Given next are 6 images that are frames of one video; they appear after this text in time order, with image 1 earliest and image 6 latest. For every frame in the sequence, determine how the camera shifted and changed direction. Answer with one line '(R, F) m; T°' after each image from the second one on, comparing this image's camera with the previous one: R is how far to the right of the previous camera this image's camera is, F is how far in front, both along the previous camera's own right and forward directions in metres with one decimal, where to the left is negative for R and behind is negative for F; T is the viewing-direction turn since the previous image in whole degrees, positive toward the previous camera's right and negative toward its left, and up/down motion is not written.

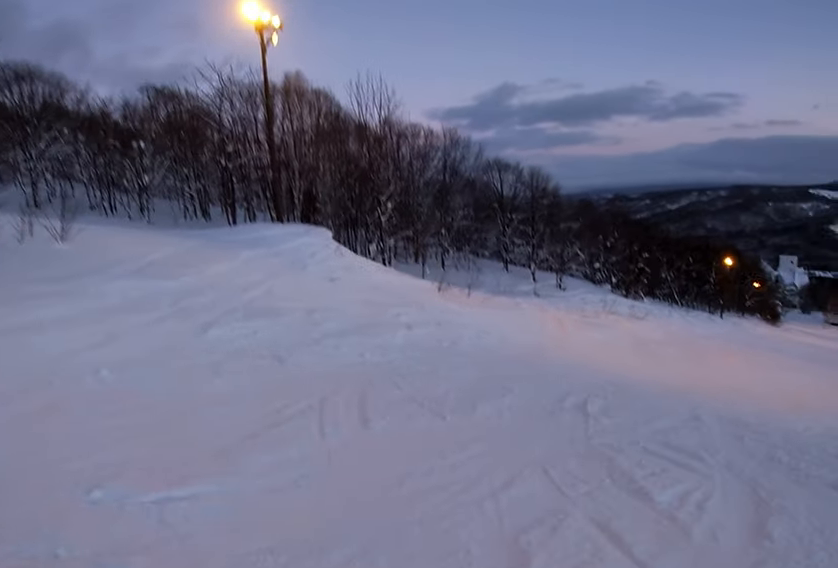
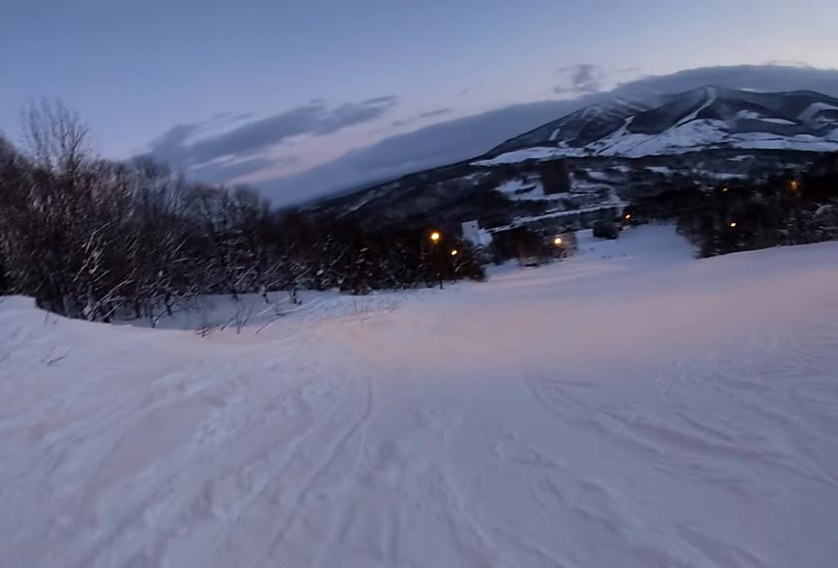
(+2.4, +5.6) m; +42°
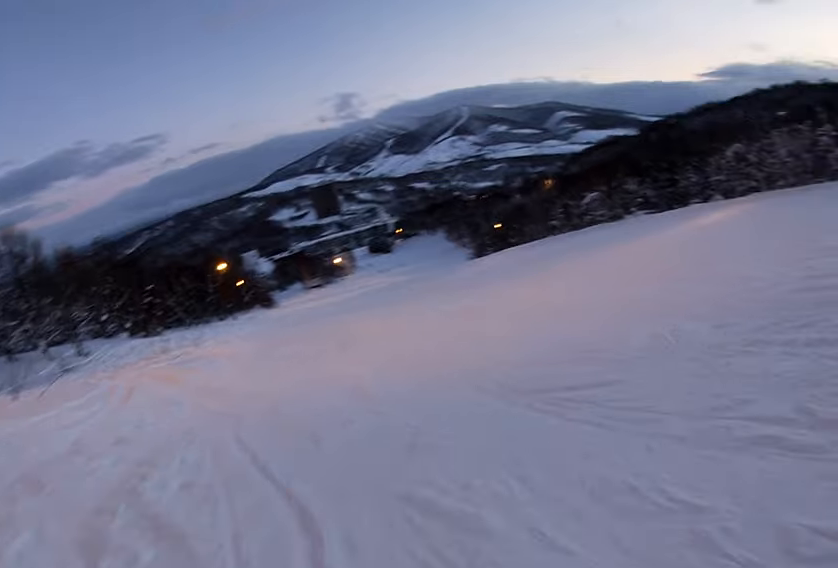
(+0.7, +3.7) m; +22°
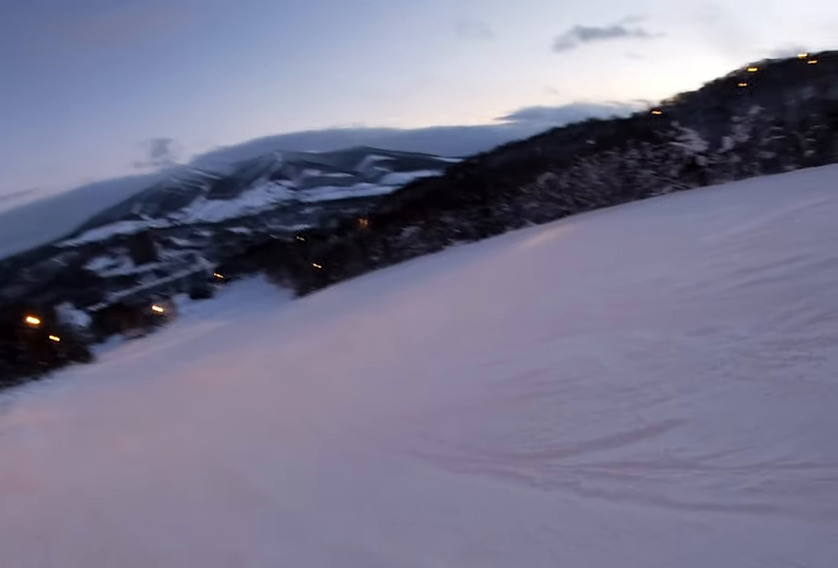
(0.0, +2.5) m; +15°
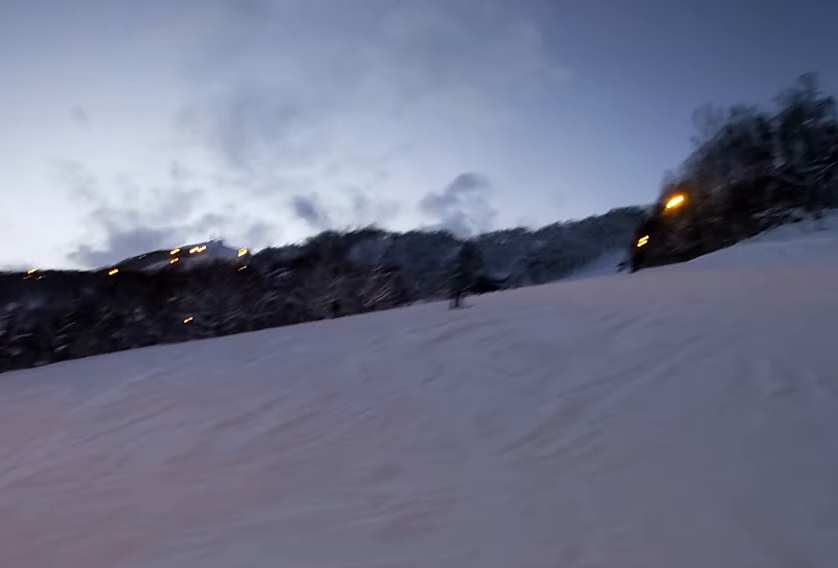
(+1.3, +4.4) m; +7°
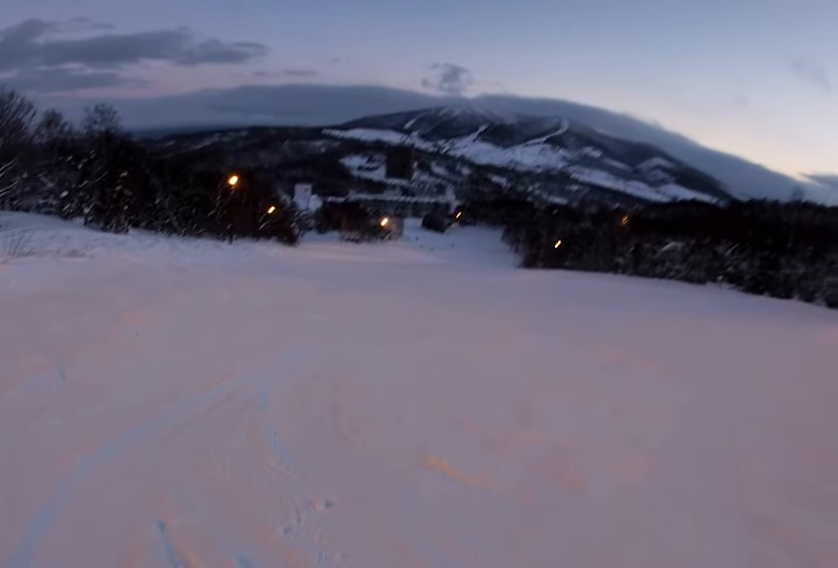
(-1.6, +6.4) m; -32°
